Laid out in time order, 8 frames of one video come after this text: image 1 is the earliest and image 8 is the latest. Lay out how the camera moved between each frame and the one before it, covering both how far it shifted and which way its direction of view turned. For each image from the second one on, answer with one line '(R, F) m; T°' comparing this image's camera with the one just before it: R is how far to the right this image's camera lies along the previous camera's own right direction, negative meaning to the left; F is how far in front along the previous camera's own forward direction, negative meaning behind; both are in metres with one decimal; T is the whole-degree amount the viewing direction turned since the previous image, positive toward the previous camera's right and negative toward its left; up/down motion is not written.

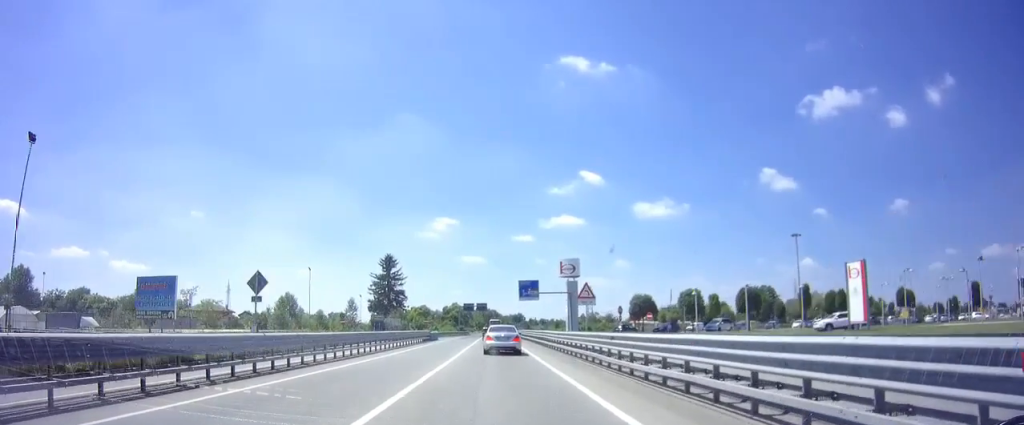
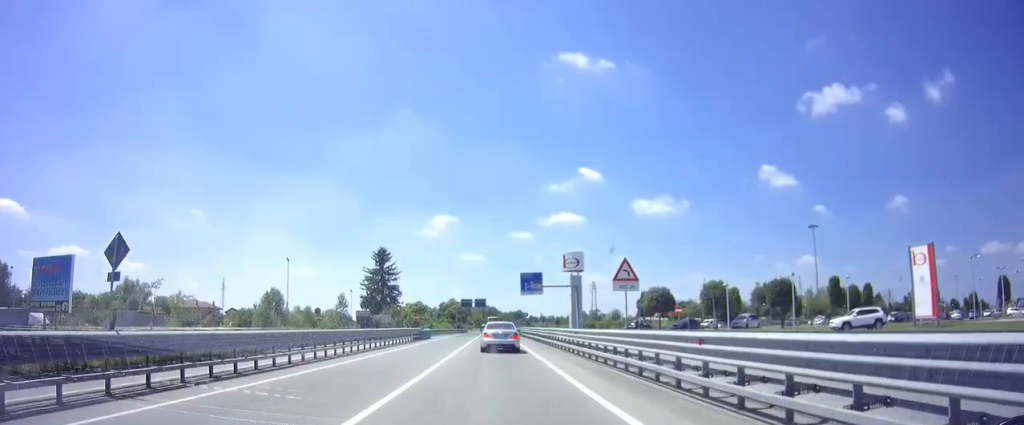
(-0.2, +7.2) m; 0°
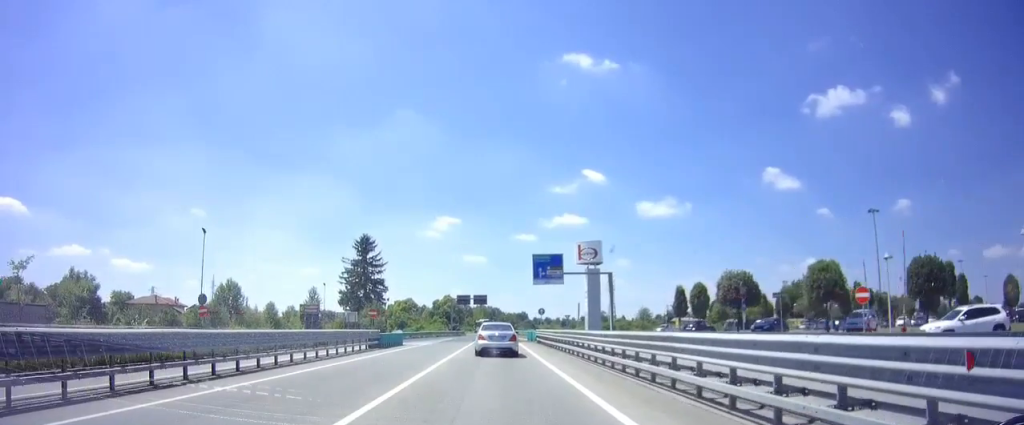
(+0.5, +19.4) m; 0°
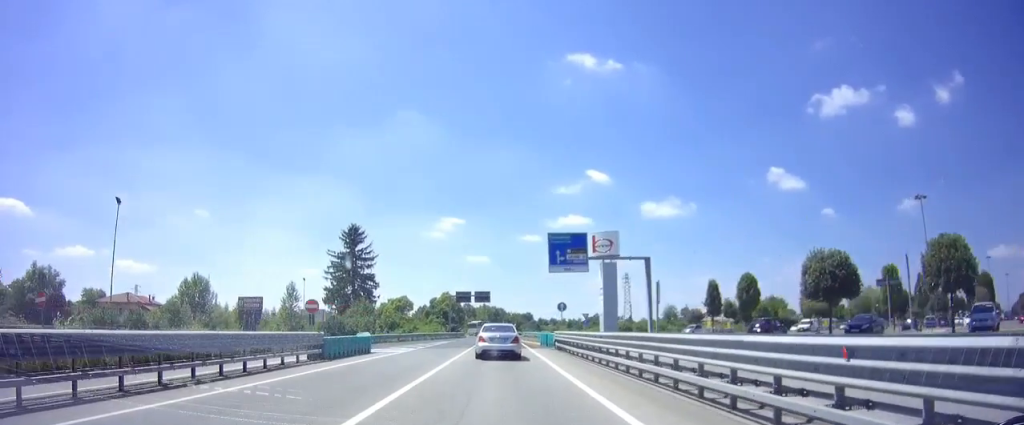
(-0.3, +12.2) m; -1°
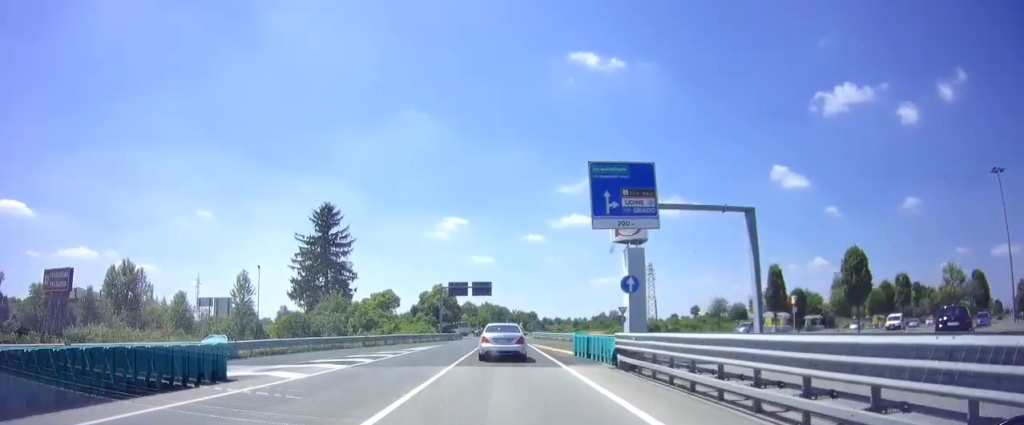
(+0.1, +16.8) m; 0°
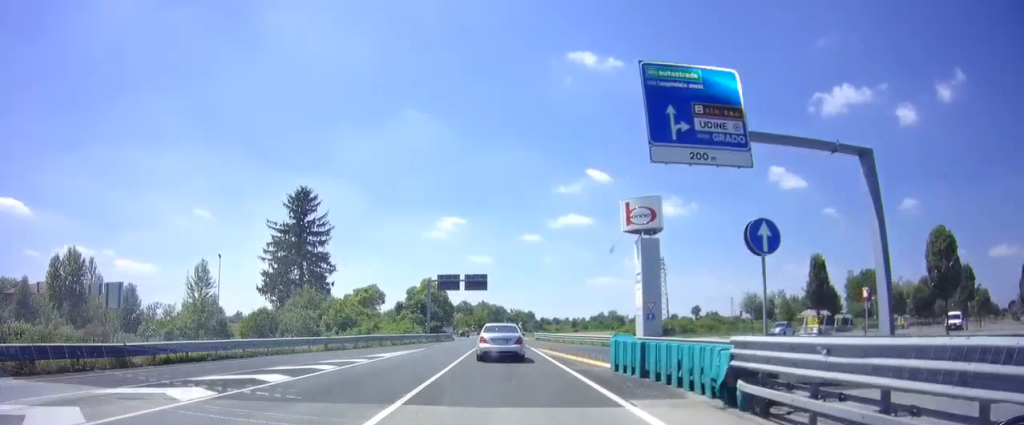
(+0.1, +8.6) m; -1°
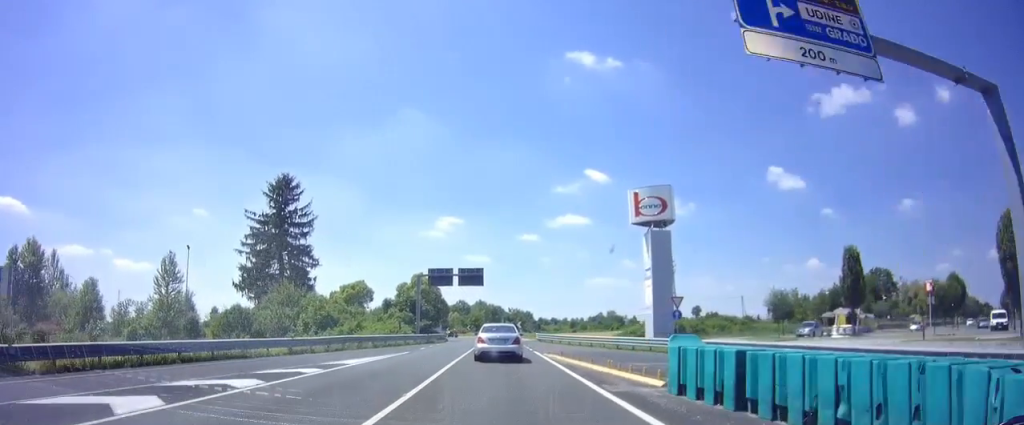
(-0.1, +5.8) m; +1°
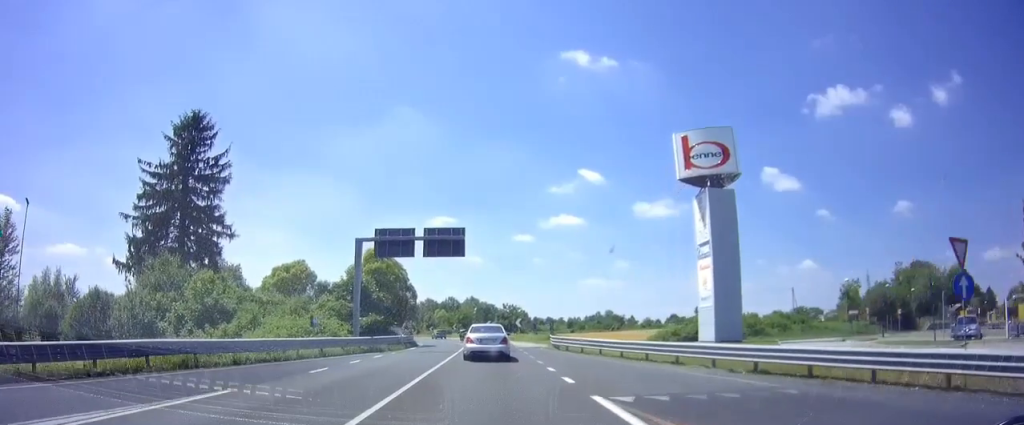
(+0.7, +21.0) m; +3°
